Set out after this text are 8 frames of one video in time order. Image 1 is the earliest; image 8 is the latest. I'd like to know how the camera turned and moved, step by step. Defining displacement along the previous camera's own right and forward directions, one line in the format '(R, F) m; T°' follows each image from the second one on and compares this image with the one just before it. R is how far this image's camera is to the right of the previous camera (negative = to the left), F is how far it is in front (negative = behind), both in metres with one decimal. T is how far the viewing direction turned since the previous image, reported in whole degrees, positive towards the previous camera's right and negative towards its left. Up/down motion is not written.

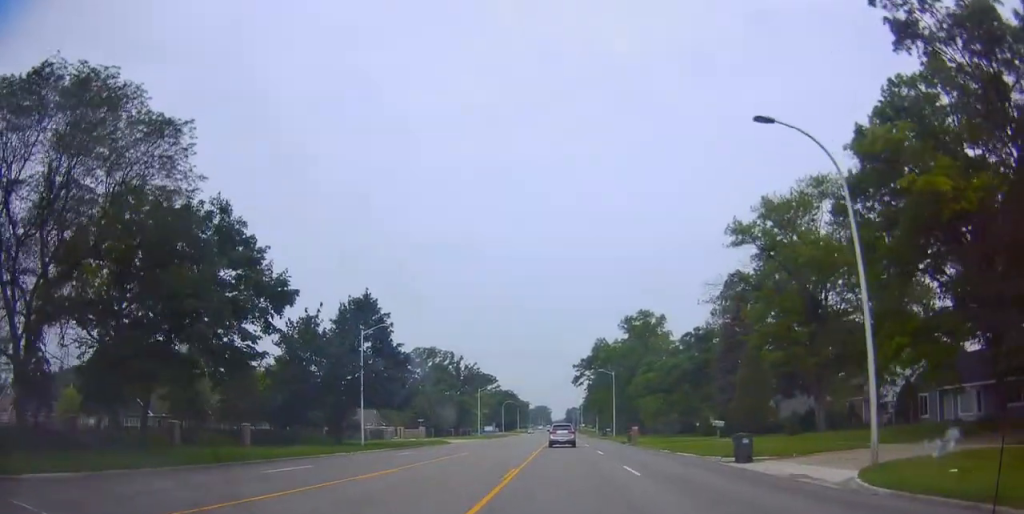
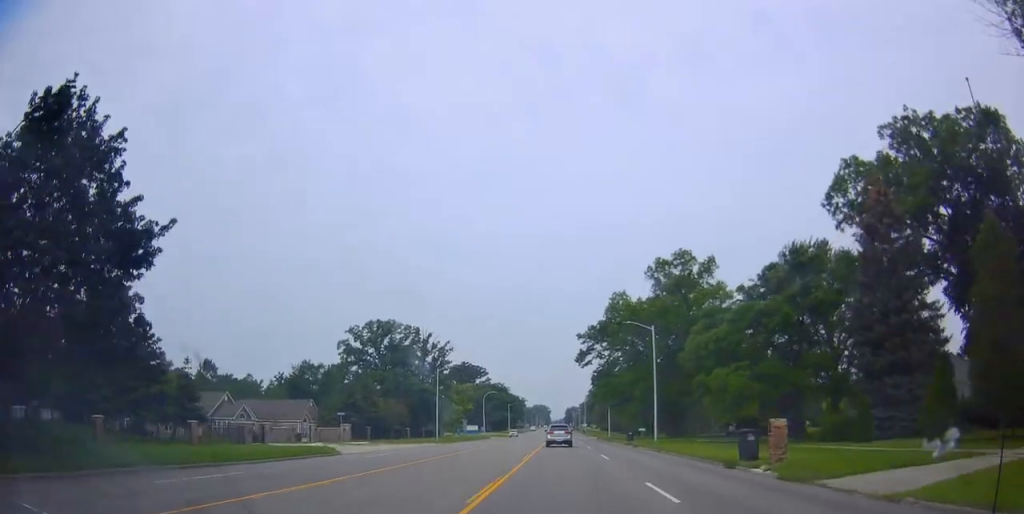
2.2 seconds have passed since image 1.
(-0.1, +36.8) m; 0°
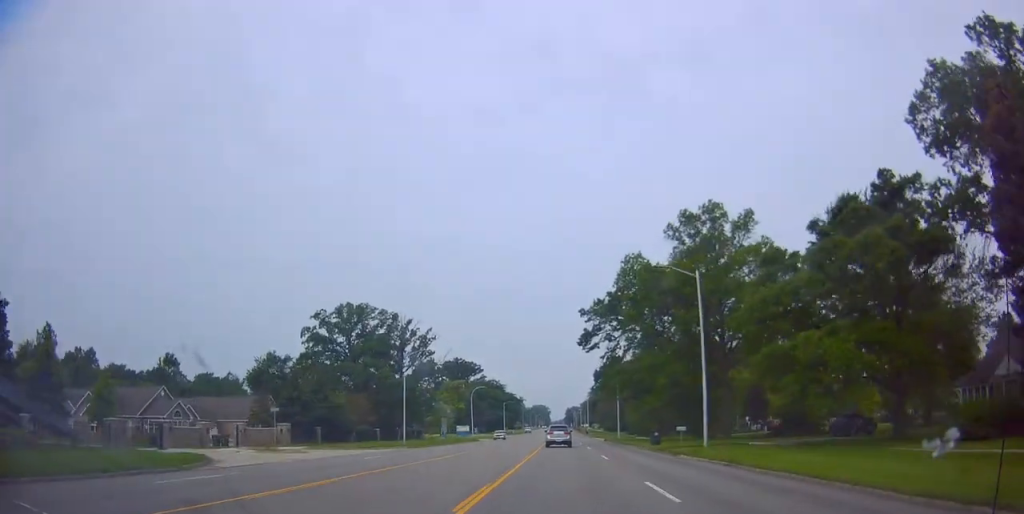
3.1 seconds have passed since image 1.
(+0.1, +15.3) m; +1°
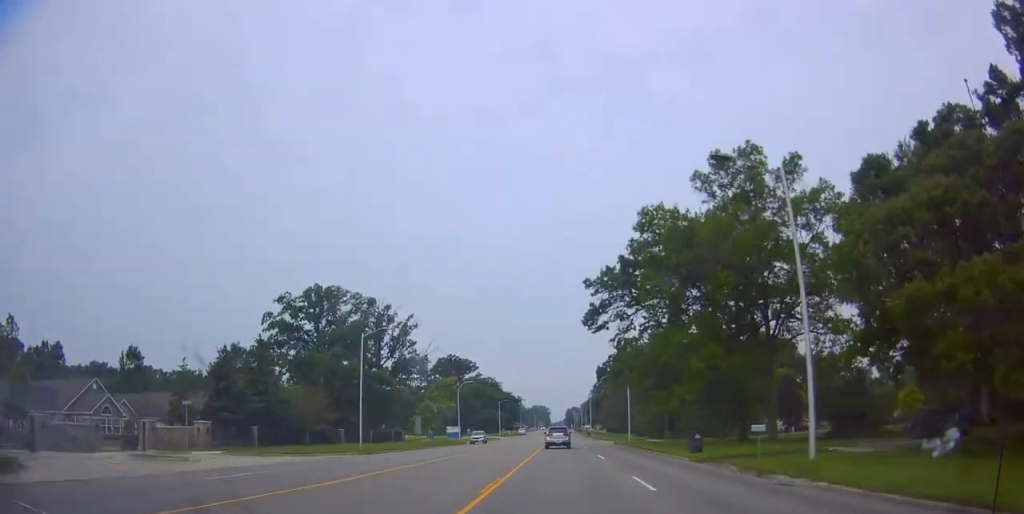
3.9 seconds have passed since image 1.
(+0.2, +12.5) m; +1°
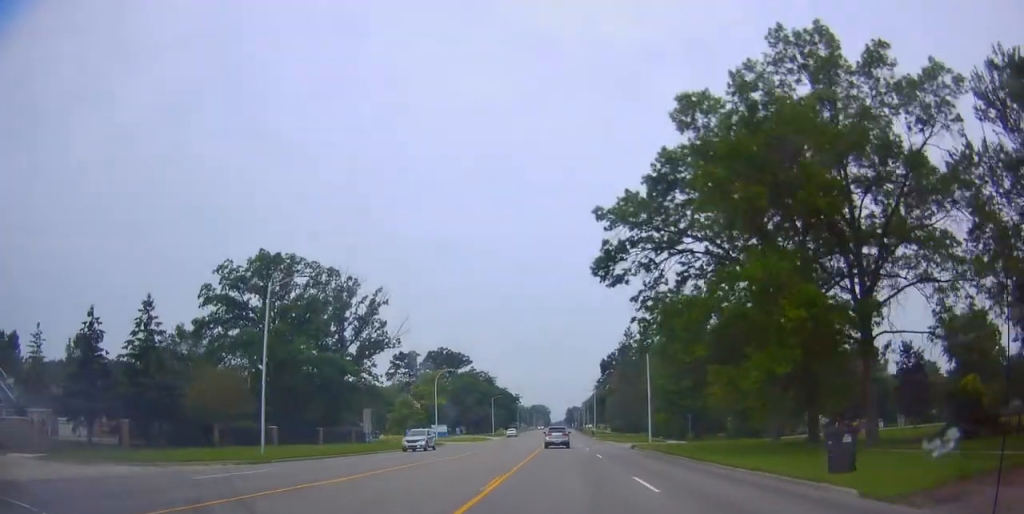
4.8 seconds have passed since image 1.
(0.0, +15.4) m; 0°
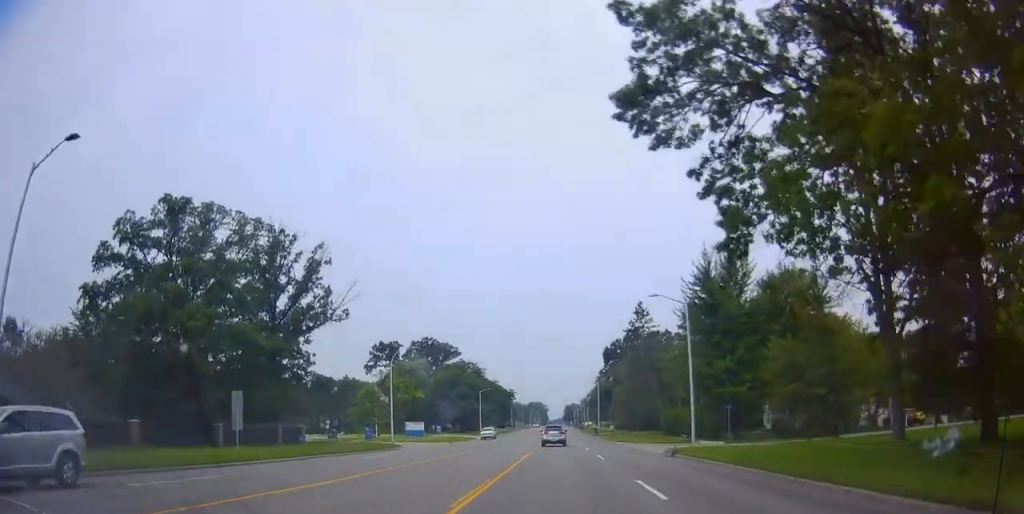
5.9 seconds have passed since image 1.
(-0.2, +17.8) m; -1°
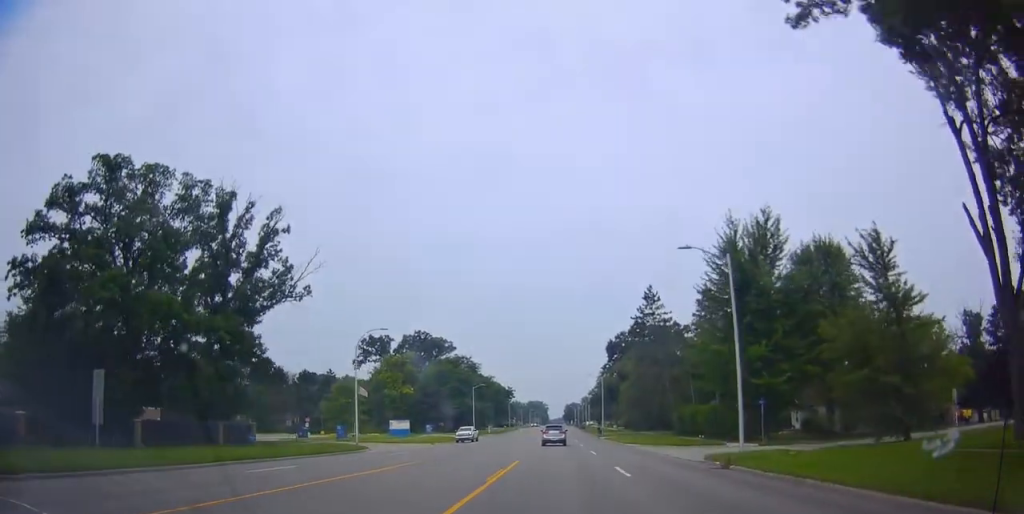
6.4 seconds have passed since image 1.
(-0.3, +9.5) m; 0°
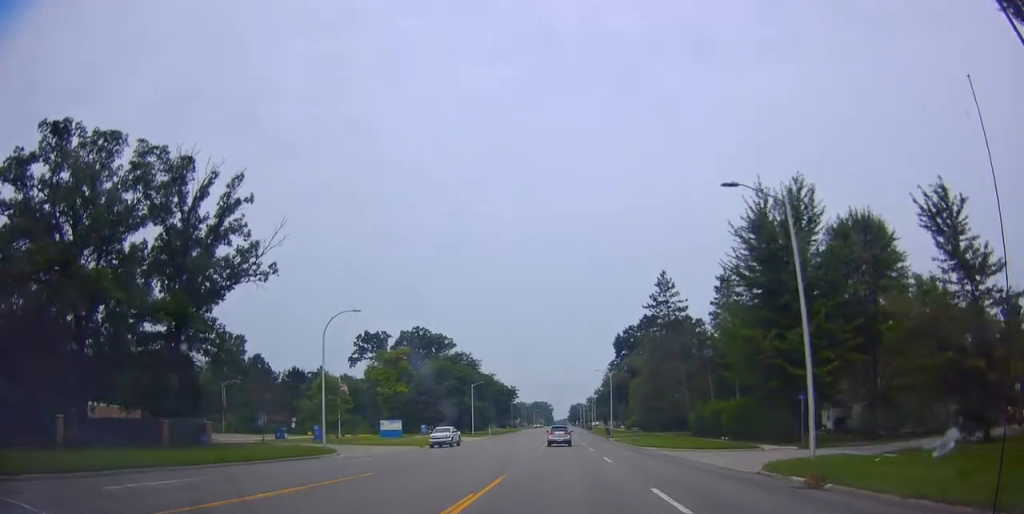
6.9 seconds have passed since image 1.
(+0.1, +7.2) m; 0°
